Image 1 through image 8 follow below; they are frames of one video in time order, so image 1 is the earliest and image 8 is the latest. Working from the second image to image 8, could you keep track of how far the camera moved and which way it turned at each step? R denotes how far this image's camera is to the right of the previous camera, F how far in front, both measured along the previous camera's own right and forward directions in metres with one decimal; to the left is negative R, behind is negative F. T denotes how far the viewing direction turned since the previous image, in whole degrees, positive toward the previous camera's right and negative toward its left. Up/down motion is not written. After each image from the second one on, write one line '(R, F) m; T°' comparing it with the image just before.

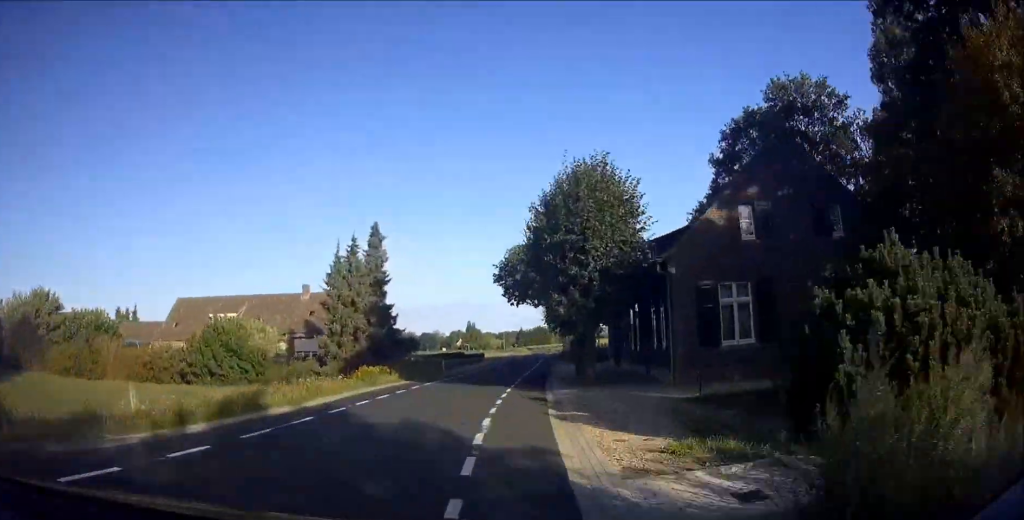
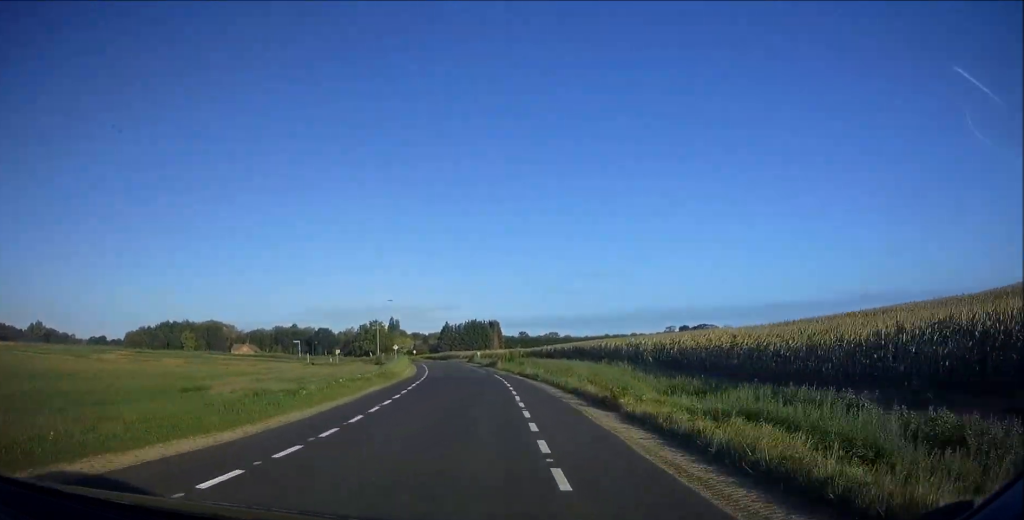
(+8.1, +122.3) m; +2°
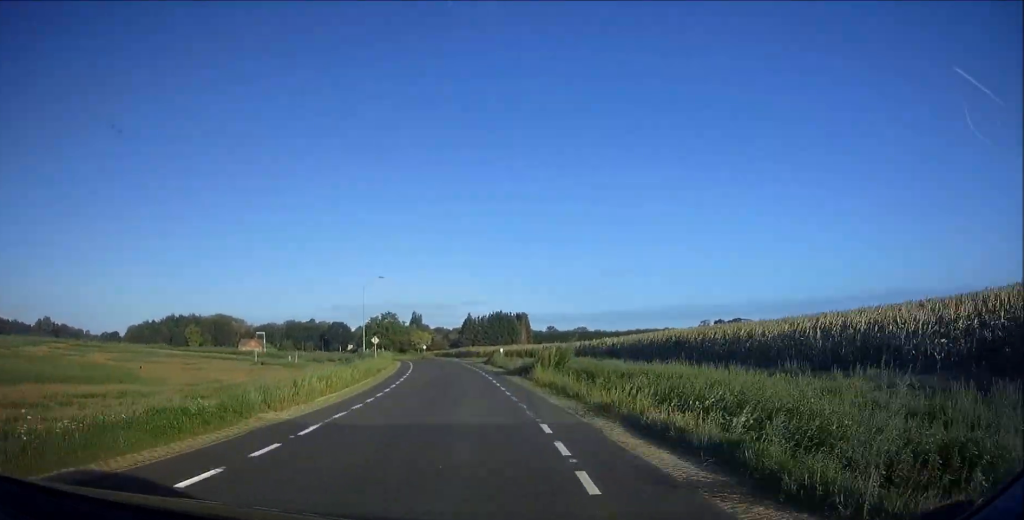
(+0.2, +23.0) m; -3°
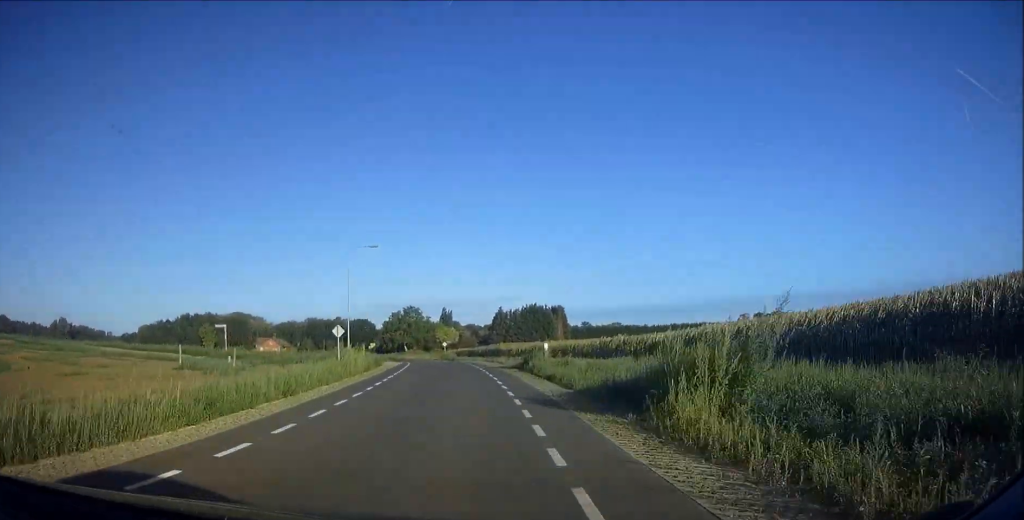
(-1.0, +17.7) m; -3°
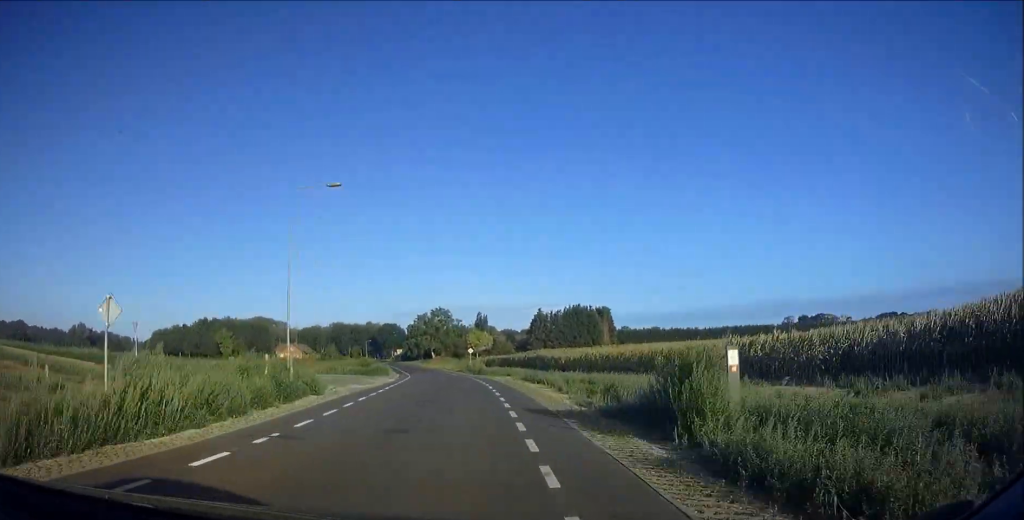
(-0.1, +19.1) m; -3°
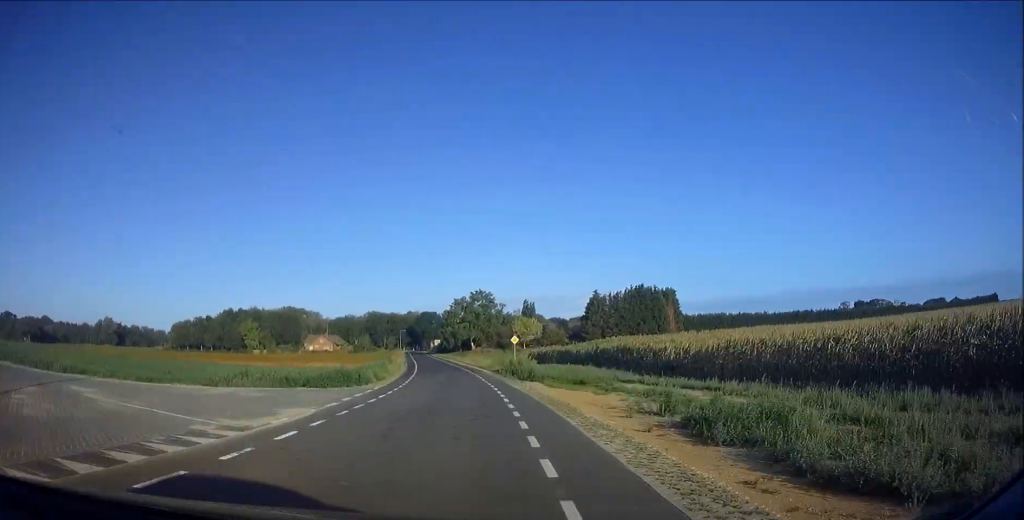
(-1.1, +22.0) m; -3°
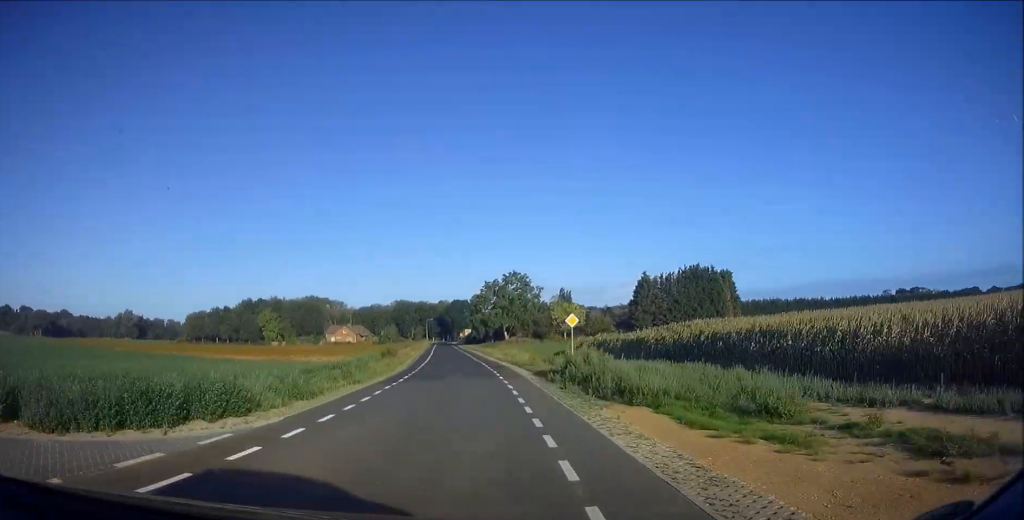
(-0.2, +16.6) m; -2°
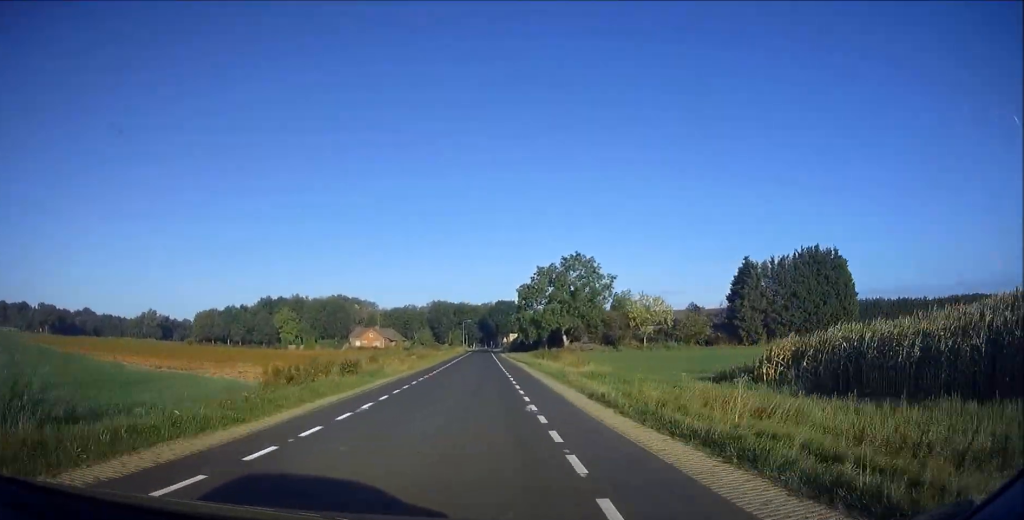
(-1.2, +30.8) m; -2°
